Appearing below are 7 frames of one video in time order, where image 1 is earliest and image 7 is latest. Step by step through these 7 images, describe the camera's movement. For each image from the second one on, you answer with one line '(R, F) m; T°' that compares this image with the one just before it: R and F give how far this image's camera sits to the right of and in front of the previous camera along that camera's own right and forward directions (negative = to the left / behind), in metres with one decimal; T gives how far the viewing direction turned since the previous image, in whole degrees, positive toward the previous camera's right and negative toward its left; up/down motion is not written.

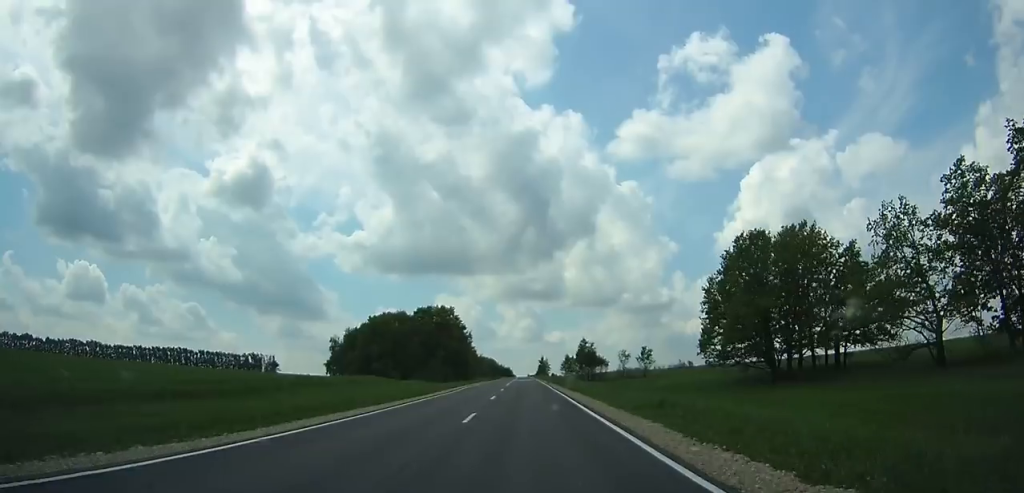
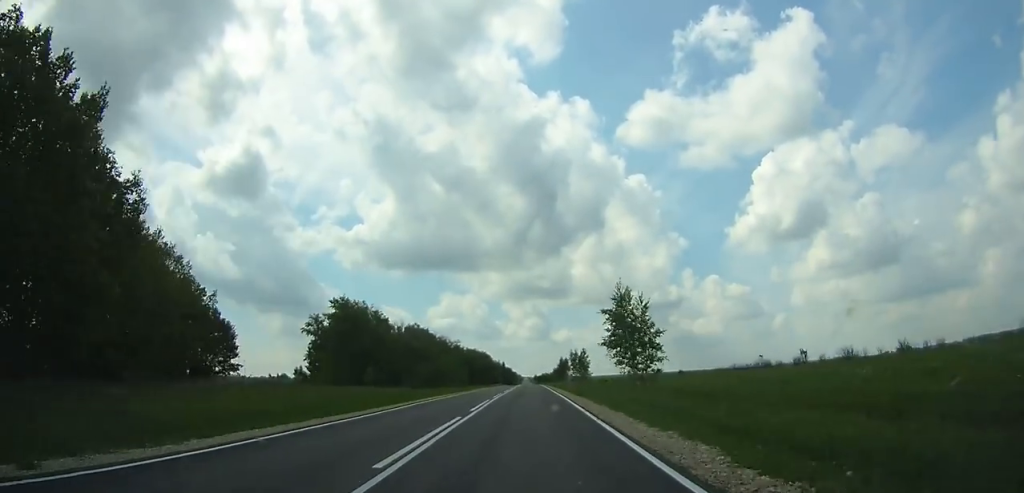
(-0.1, +159.7) m; 0°
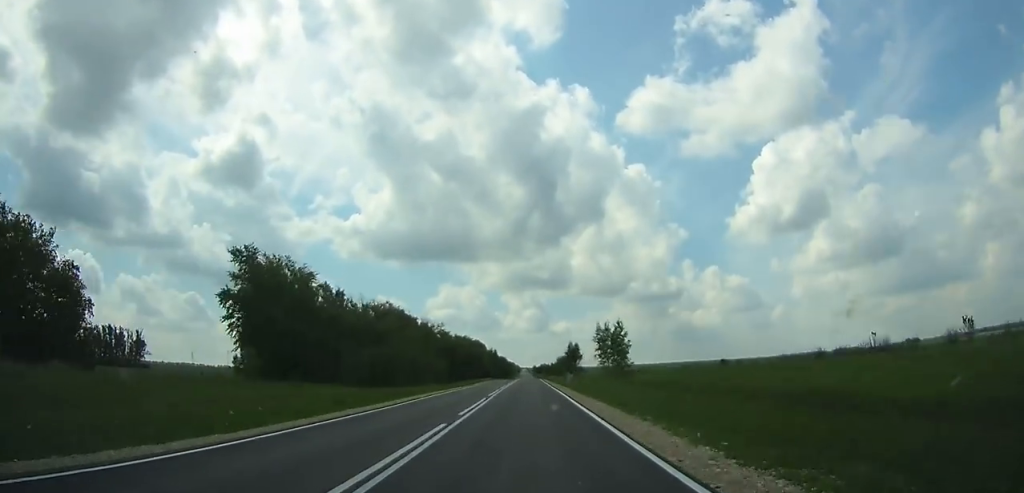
(0.0, +39.9) m; 0°
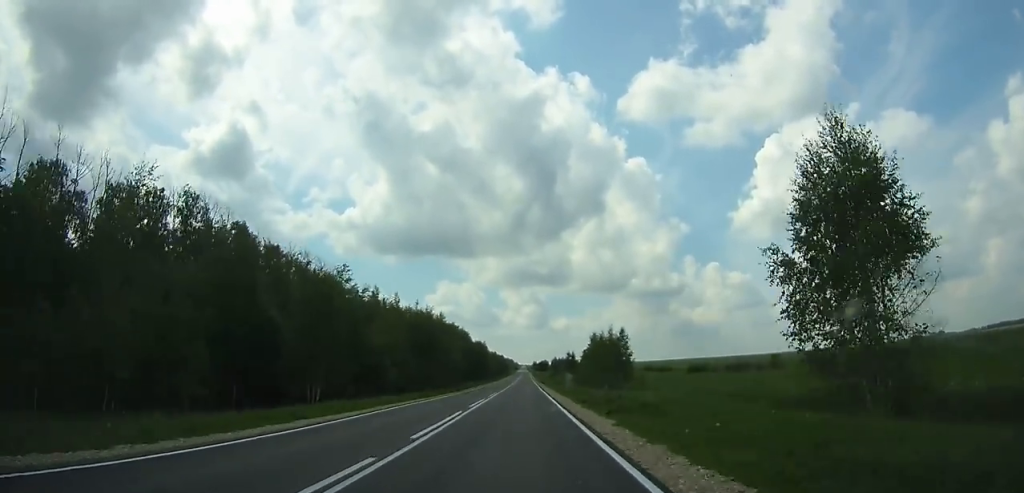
(-0.2, +99.3) m; 0°
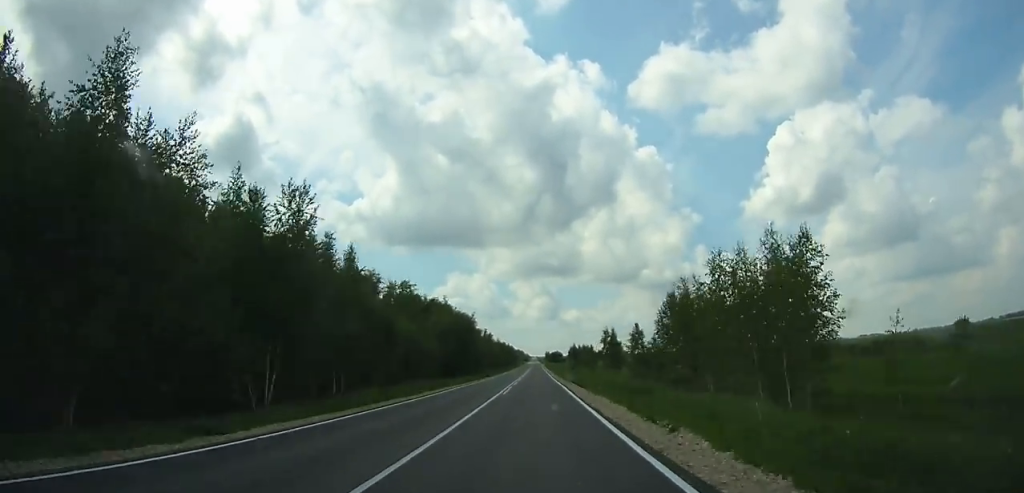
(-0.1, +46.5) m; 0°
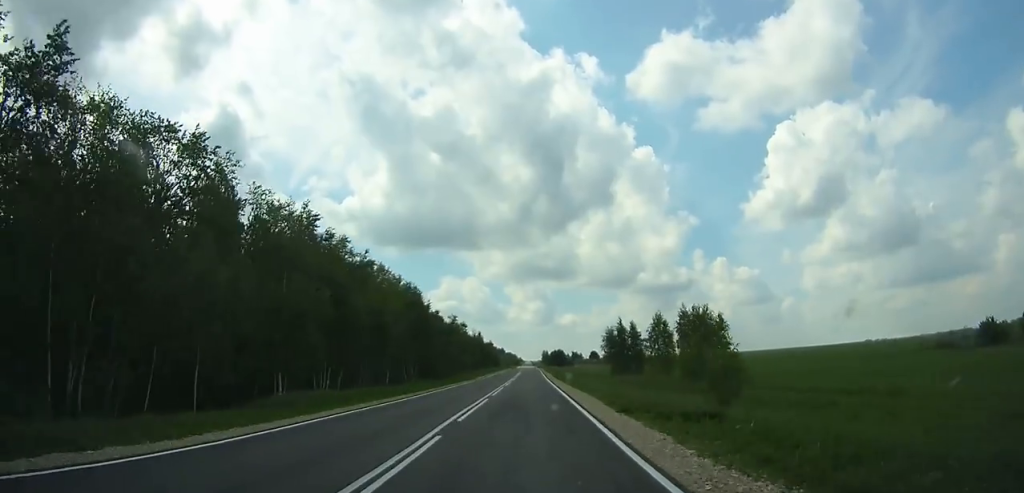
(+0.2, +109.5) m; 0°
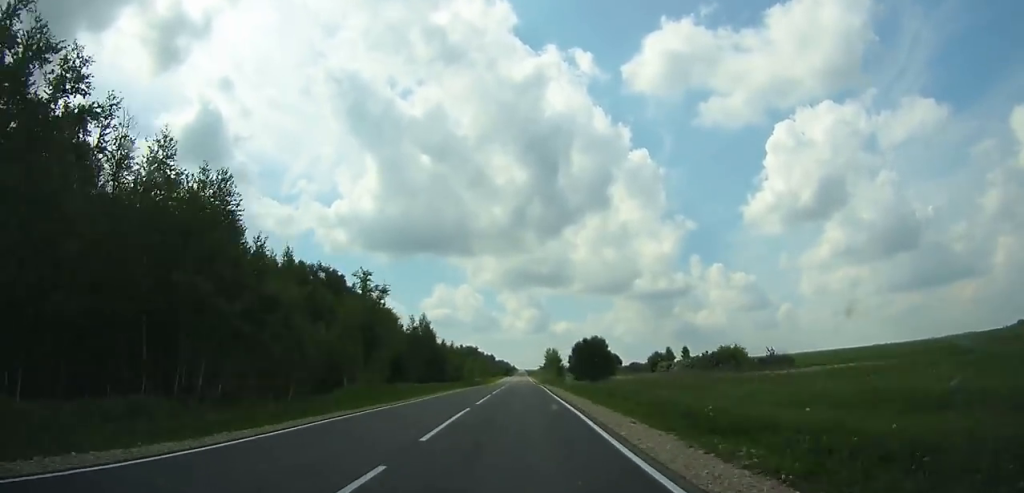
(+0.1, +115.1) m; 0°
